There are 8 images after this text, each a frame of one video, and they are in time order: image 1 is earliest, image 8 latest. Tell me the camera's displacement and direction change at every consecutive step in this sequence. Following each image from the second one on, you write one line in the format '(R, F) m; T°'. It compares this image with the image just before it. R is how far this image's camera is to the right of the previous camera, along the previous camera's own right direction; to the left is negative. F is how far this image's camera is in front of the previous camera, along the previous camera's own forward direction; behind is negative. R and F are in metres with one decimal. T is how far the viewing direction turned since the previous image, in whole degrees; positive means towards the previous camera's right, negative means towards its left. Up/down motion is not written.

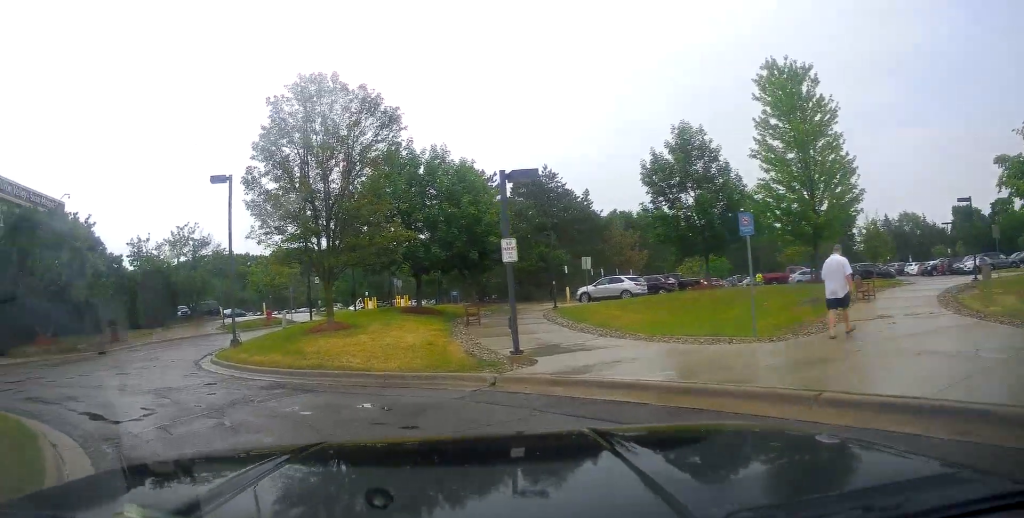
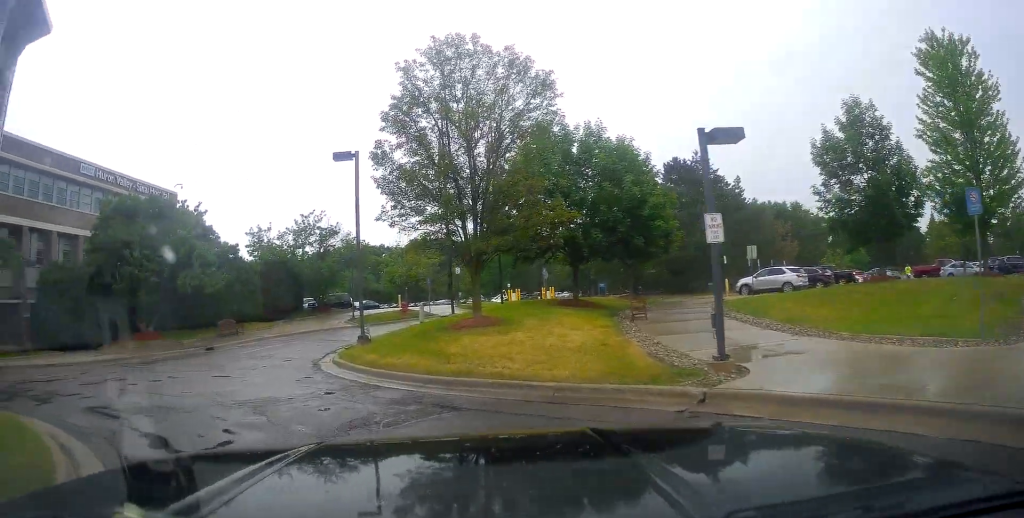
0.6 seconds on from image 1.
(0.0, +2.4) m; -14°
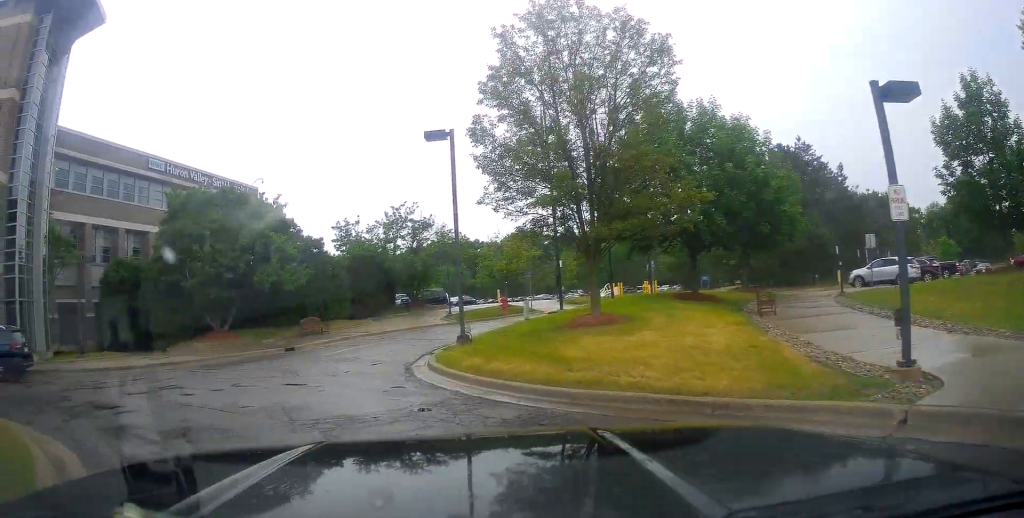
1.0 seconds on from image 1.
(-0.4, +2.1) m; -12°
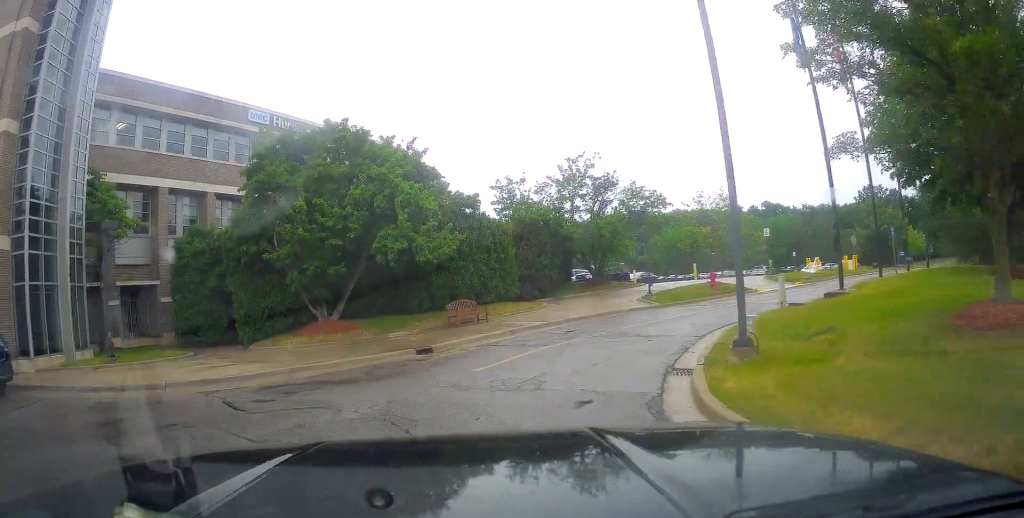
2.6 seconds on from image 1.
(-2.5, +7.5) m; -20°
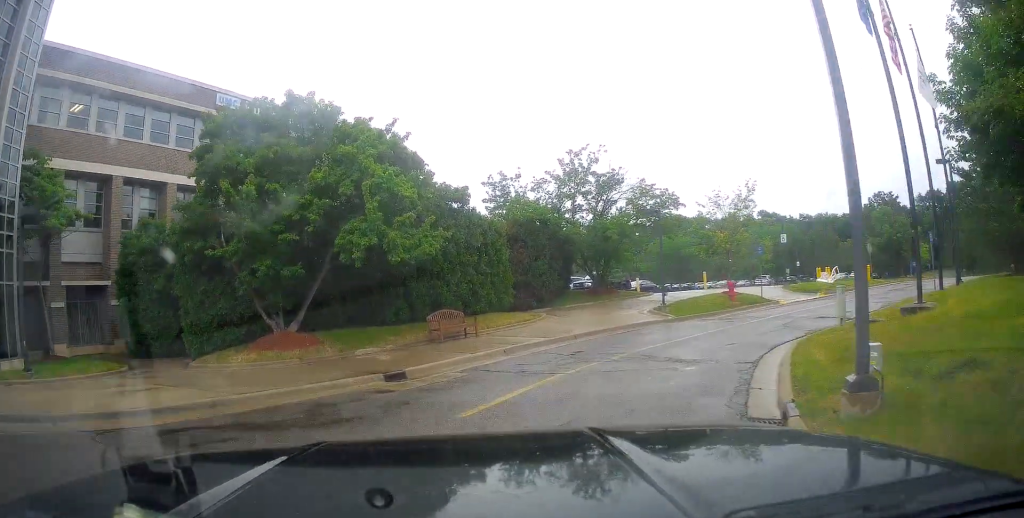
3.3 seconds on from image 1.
(+0.4, +3.6) m; +5°
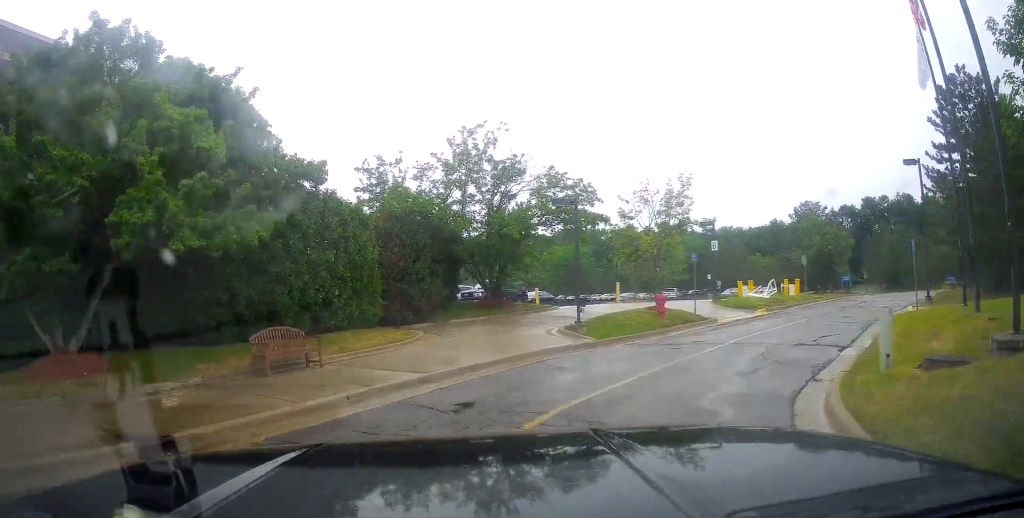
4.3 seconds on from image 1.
(+0.2, +5.9) m; +7°
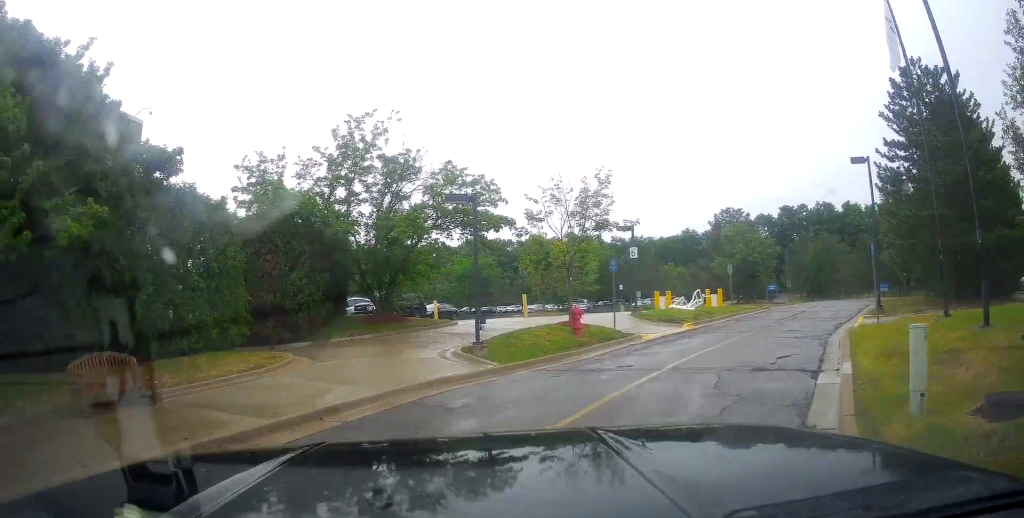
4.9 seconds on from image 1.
(+0.2, +3.3) m; +7°
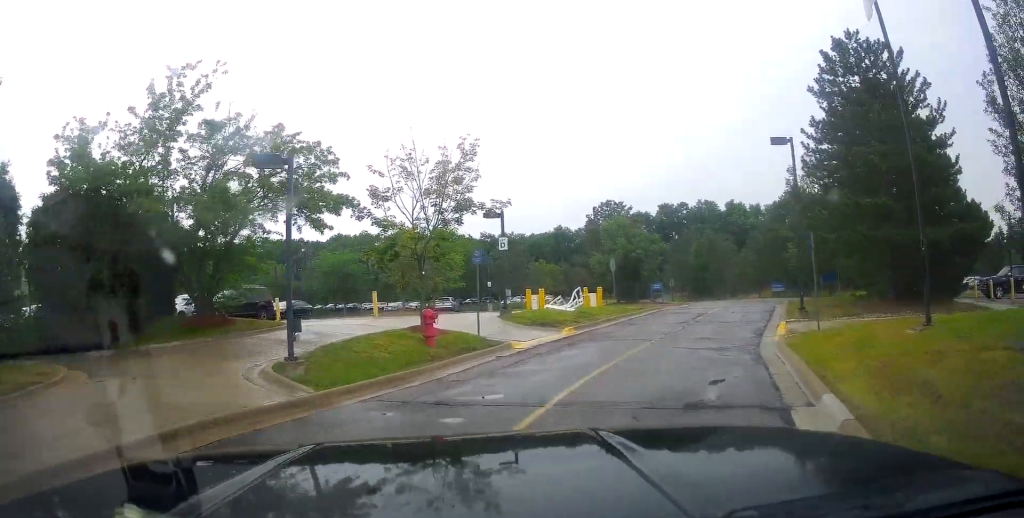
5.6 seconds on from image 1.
(+0.2, +4.2) m; +12°
